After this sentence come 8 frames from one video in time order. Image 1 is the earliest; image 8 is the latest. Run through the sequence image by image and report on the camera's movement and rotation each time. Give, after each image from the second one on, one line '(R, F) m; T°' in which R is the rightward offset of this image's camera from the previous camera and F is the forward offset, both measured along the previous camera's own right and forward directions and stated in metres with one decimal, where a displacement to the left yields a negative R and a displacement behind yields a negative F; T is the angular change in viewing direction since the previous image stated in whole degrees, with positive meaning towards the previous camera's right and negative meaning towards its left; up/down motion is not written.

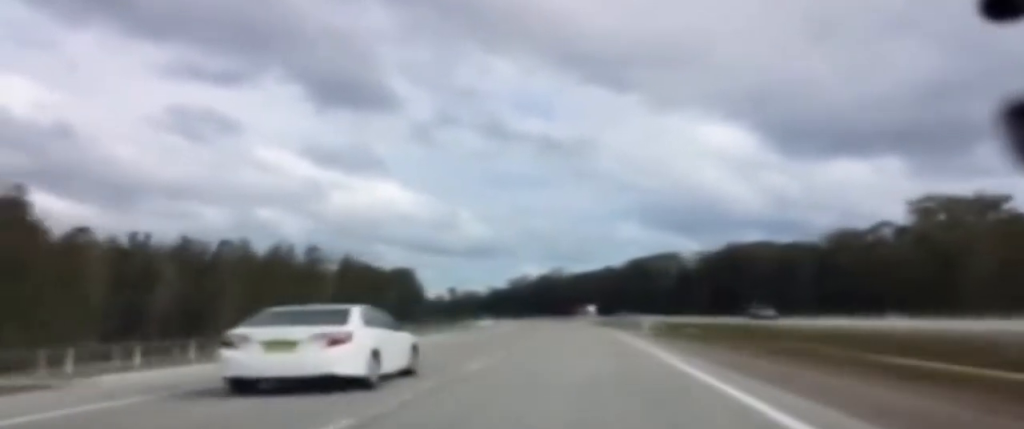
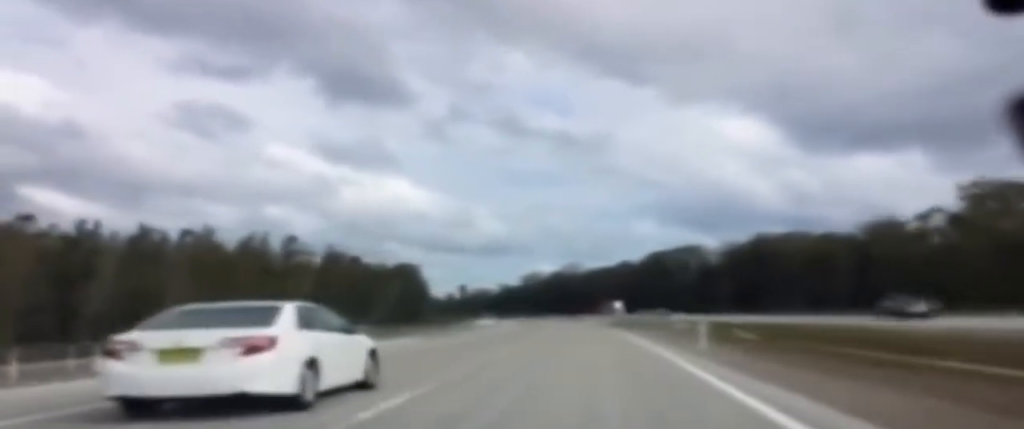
(-0.3, +19.2) m; -1°
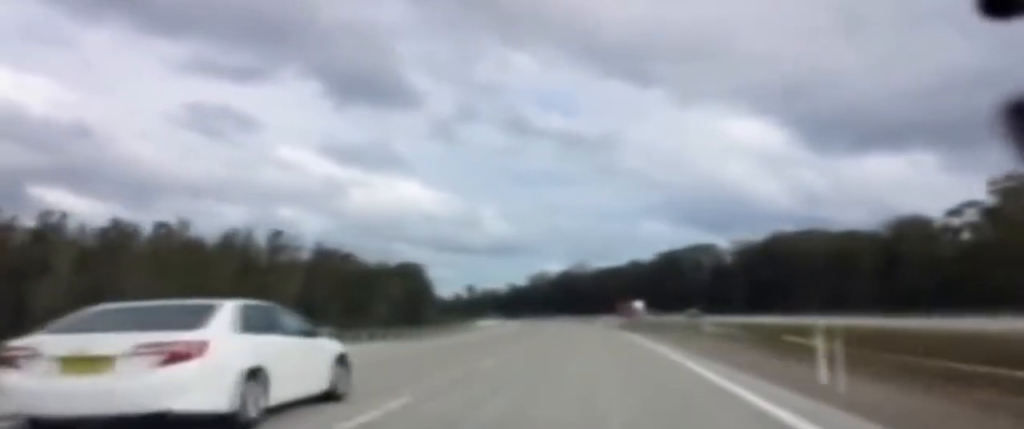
(-0.1, +12.1) m; -1°
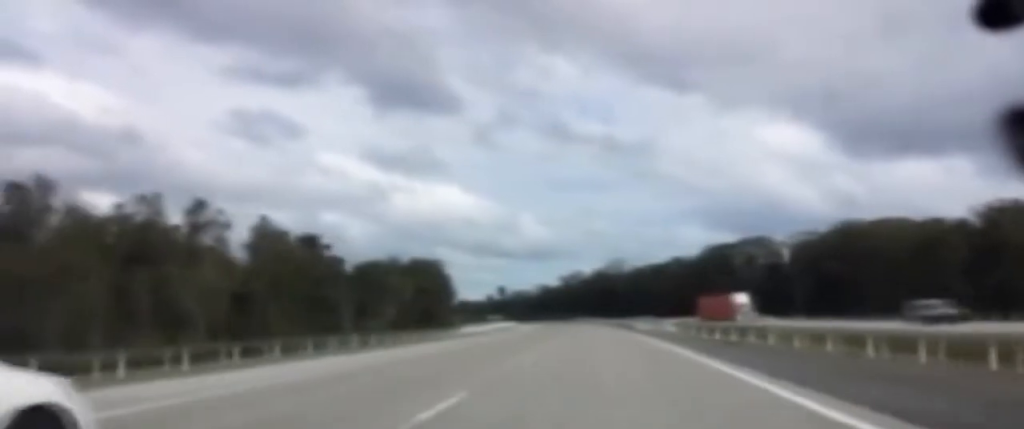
(-0.2, +44.7) m; -1°
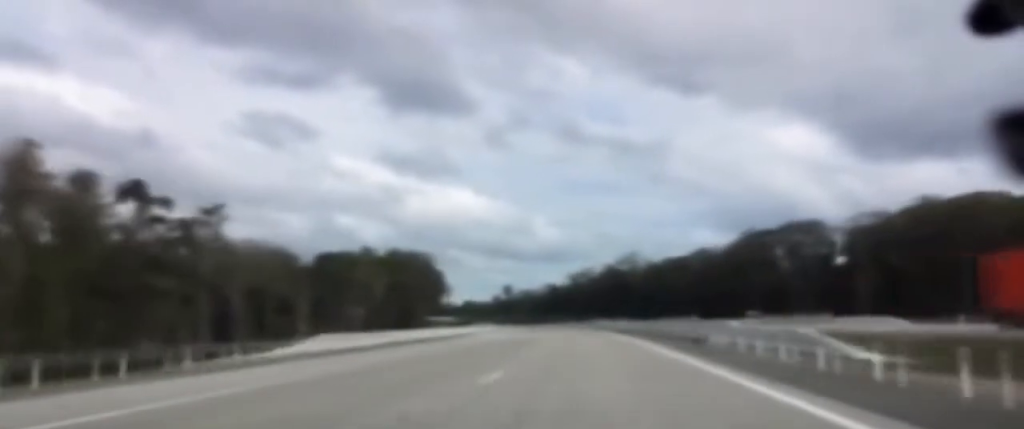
(-0.8, +51.0) m; -1°
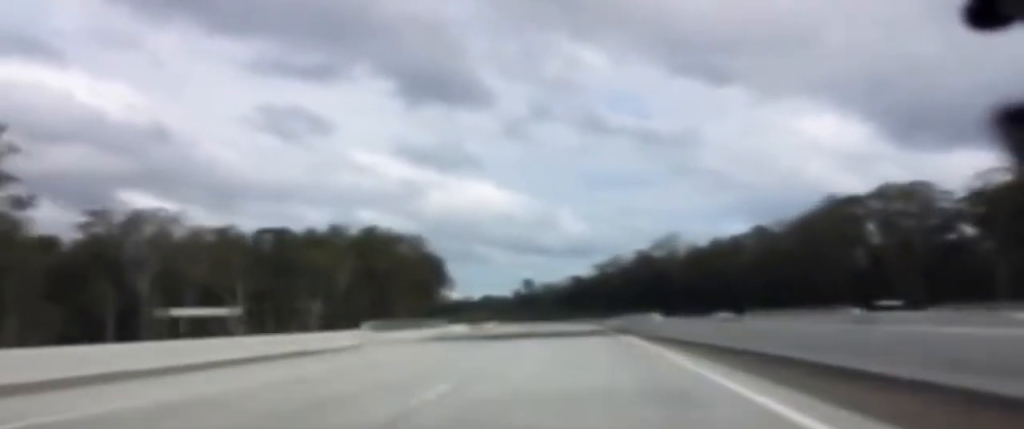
(-0.2, +49.1) m; -1°
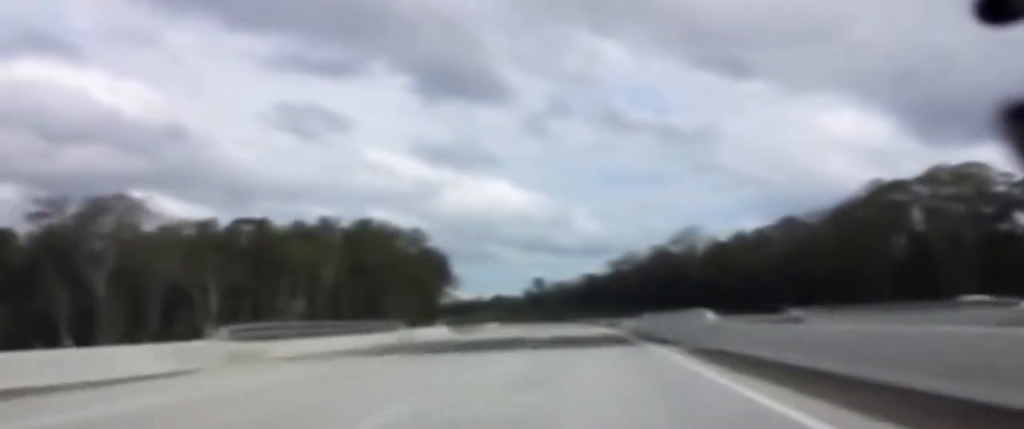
(0.0, +16.3) m; -1°
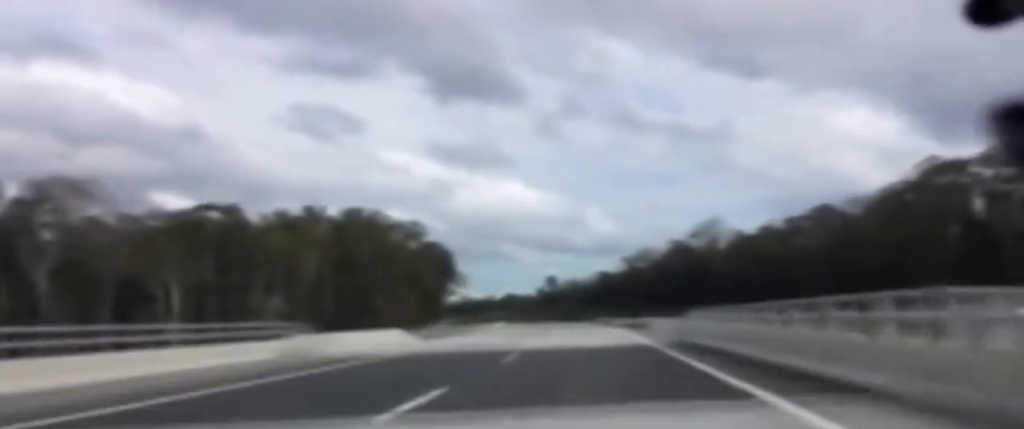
(-0.2, +19.3) m; -1°
